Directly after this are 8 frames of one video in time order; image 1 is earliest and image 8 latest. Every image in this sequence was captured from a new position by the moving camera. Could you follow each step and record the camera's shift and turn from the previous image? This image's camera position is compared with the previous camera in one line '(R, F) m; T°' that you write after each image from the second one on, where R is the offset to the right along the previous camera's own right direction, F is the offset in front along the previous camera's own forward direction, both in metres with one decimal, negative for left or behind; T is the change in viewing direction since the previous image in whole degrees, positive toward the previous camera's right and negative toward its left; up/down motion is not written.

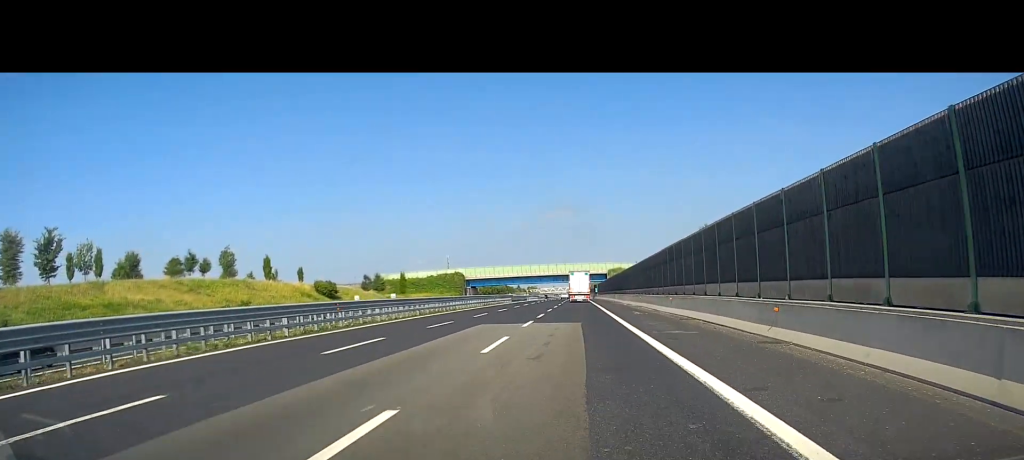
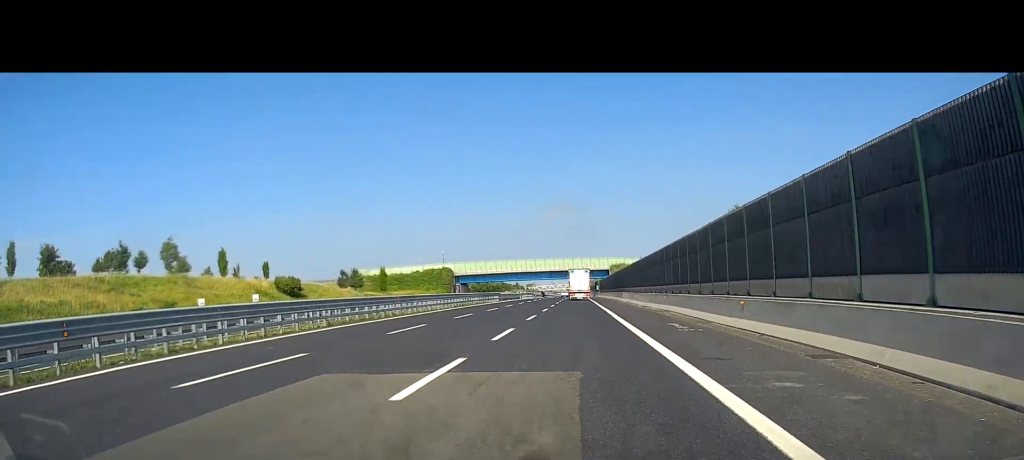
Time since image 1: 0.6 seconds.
(0.0, +16.9) m; 0°
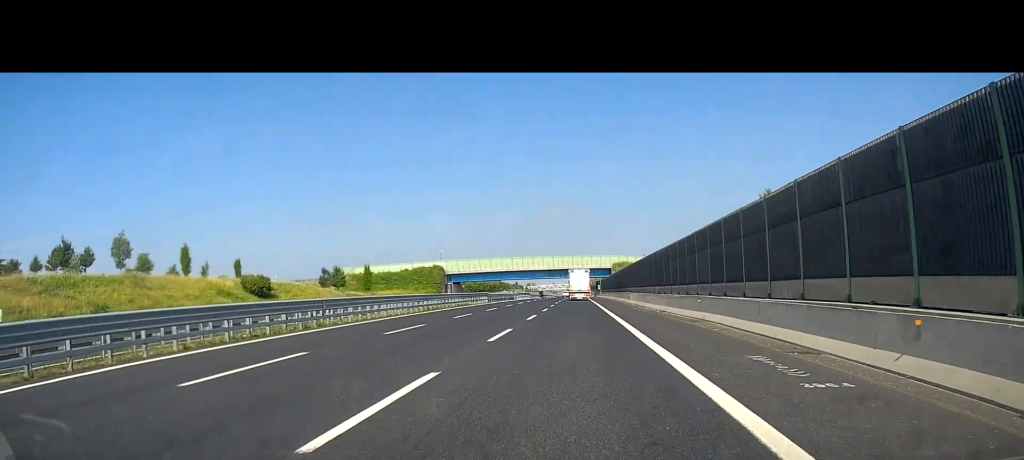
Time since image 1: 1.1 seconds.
(0.0, +11.5) m; 0°
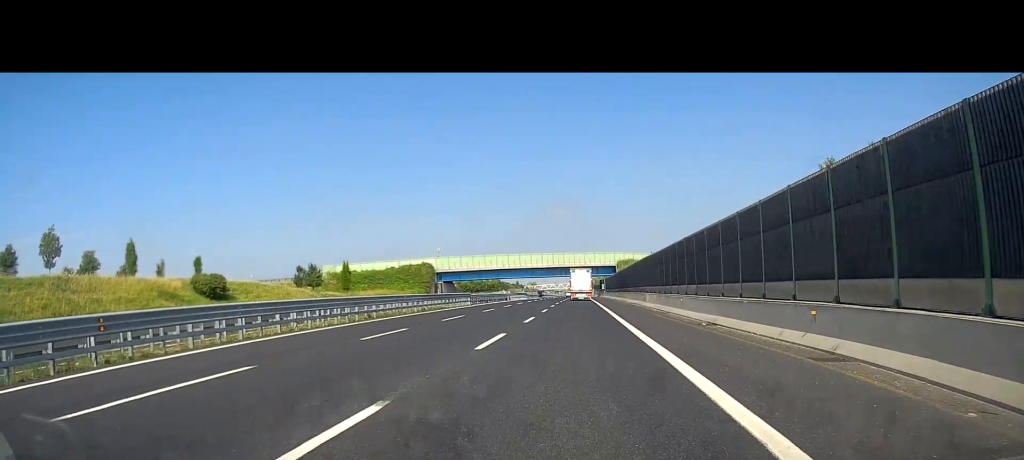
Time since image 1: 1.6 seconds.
(-0.1, +14.1) m; 0°
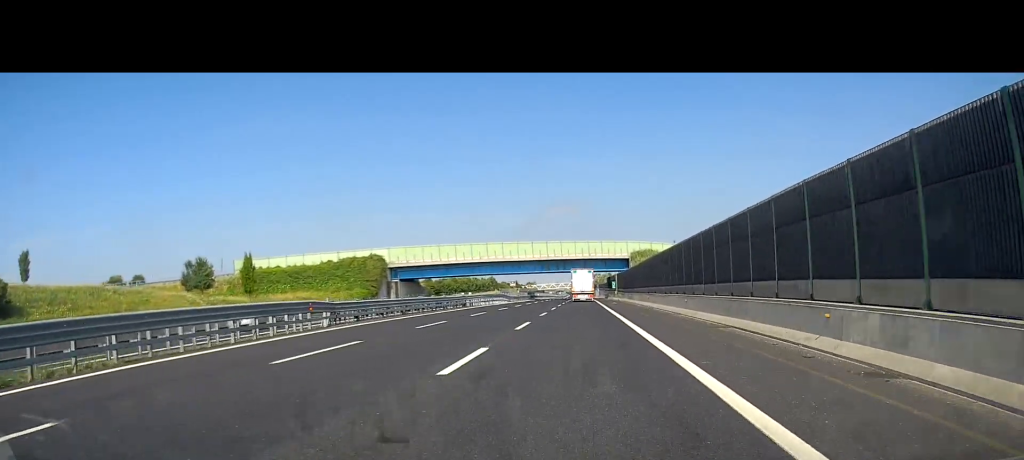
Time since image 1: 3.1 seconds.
(+0.3, +39.8) m; 0°
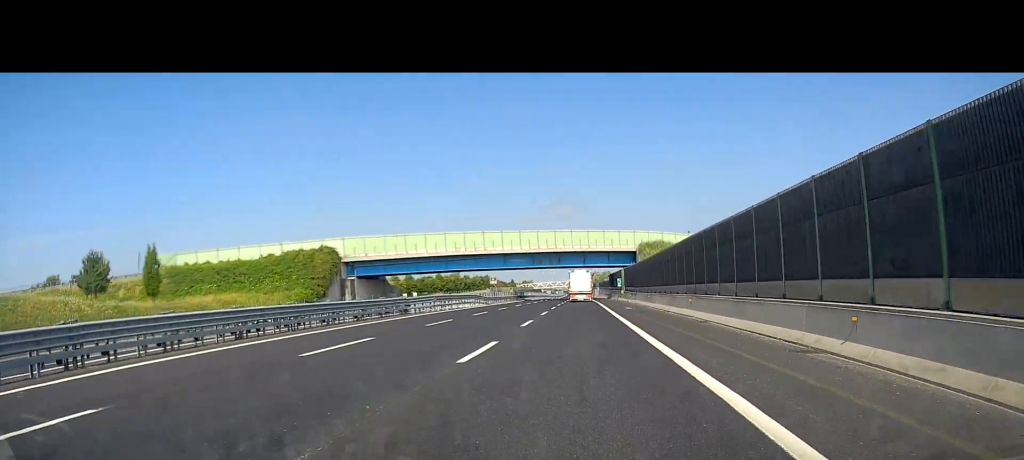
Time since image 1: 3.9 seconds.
(-0.1, +21.2) m; 0°
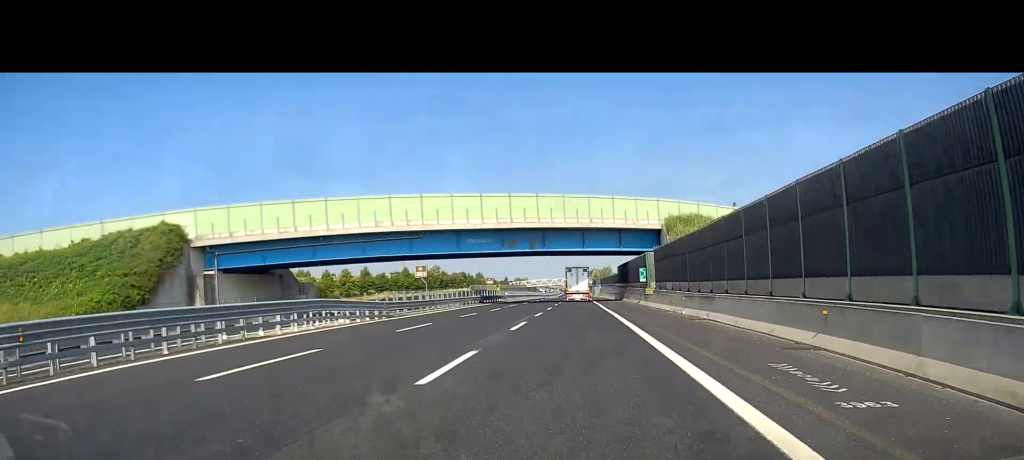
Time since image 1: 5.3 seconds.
(+0.5, +38.0) m; 0°
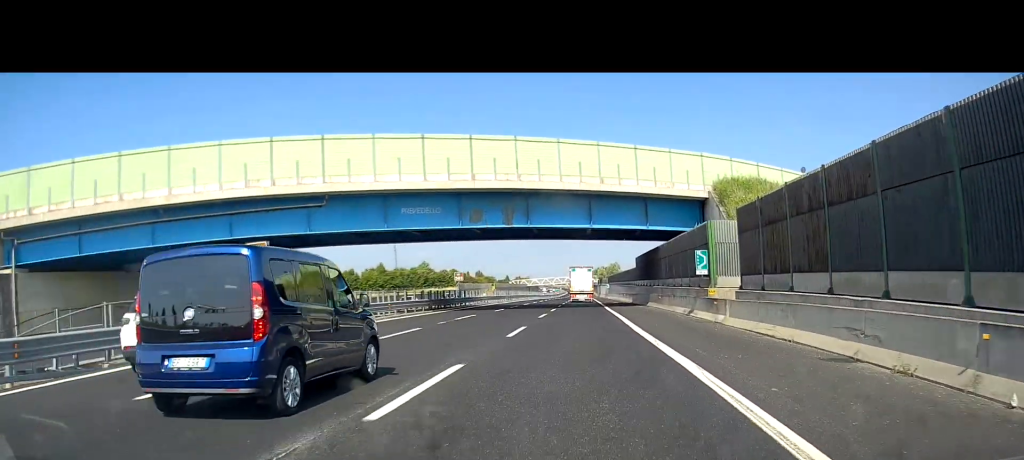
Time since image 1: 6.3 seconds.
(-0.4, +25.6) m; 0°
